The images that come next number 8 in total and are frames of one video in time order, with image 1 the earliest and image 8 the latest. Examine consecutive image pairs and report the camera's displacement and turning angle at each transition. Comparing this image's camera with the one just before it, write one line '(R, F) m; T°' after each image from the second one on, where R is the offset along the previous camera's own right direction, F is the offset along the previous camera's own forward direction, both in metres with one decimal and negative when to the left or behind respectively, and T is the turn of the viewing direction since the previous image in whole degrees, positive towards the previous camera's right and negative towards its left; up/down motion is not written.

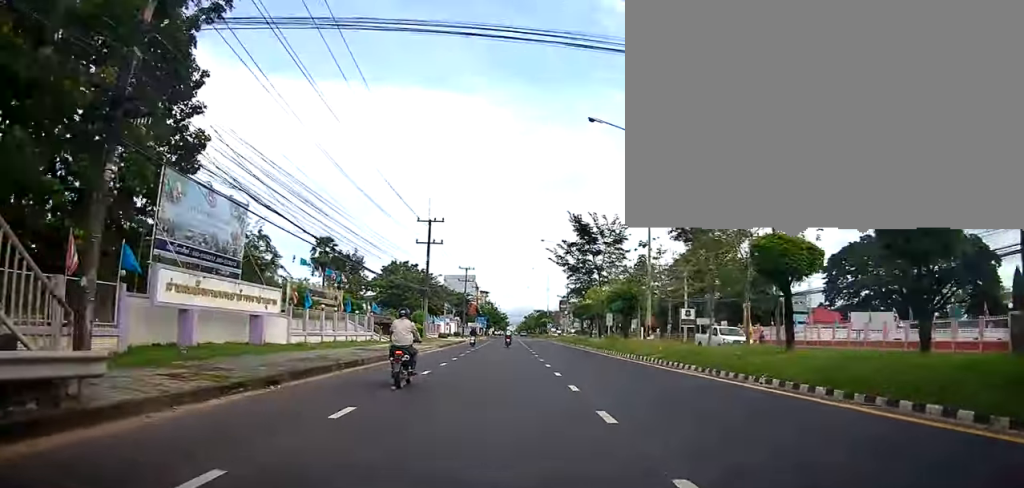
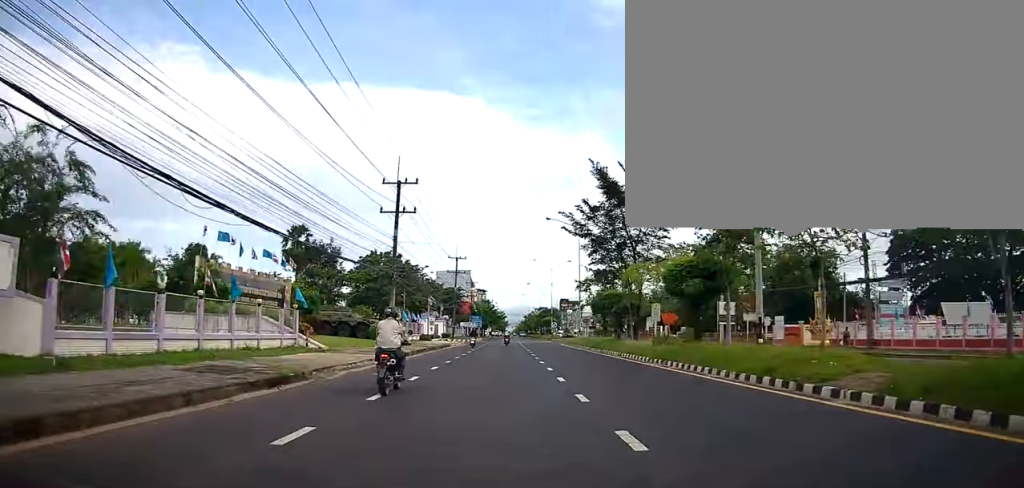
(+0.2, +14.2) m; -1°
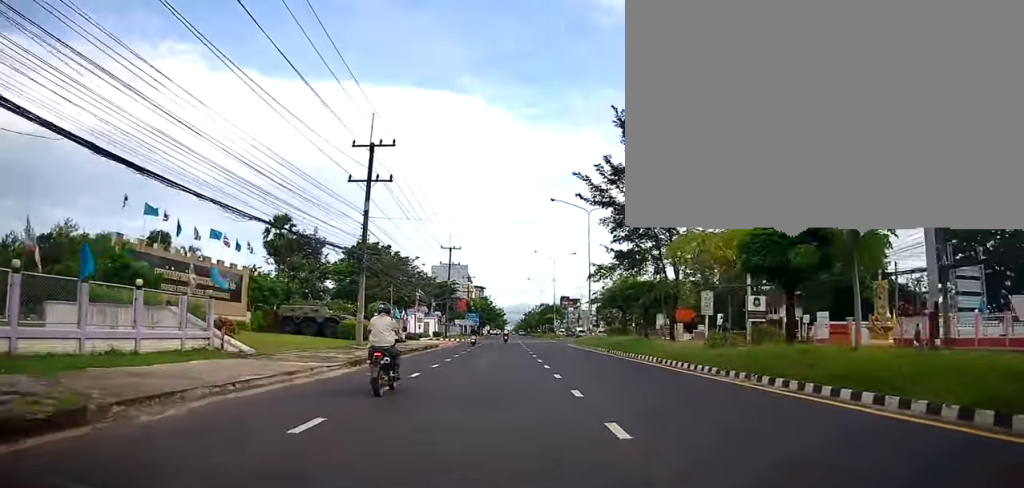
(-0.3, +7.7) m; -2°
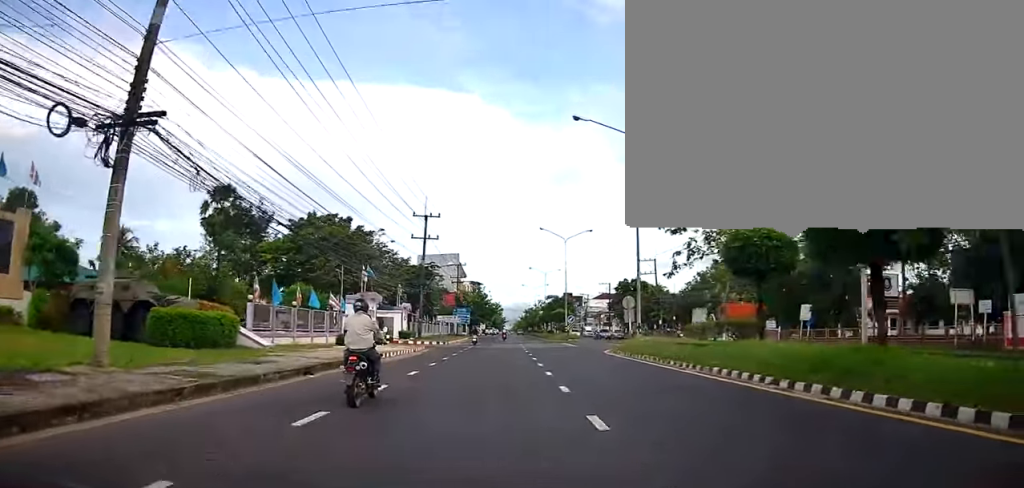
(0.0, +20.0) m; +3°
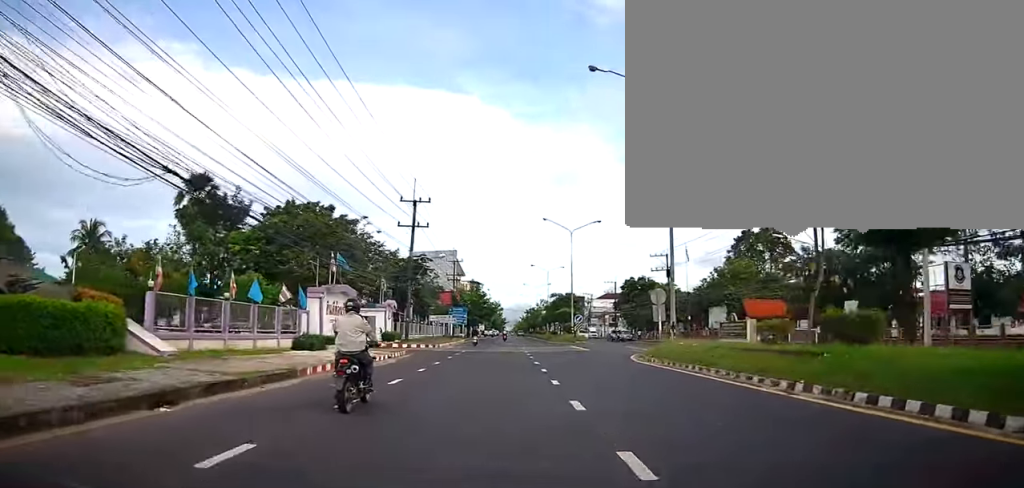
(+0.3, +6.5) m; 0°
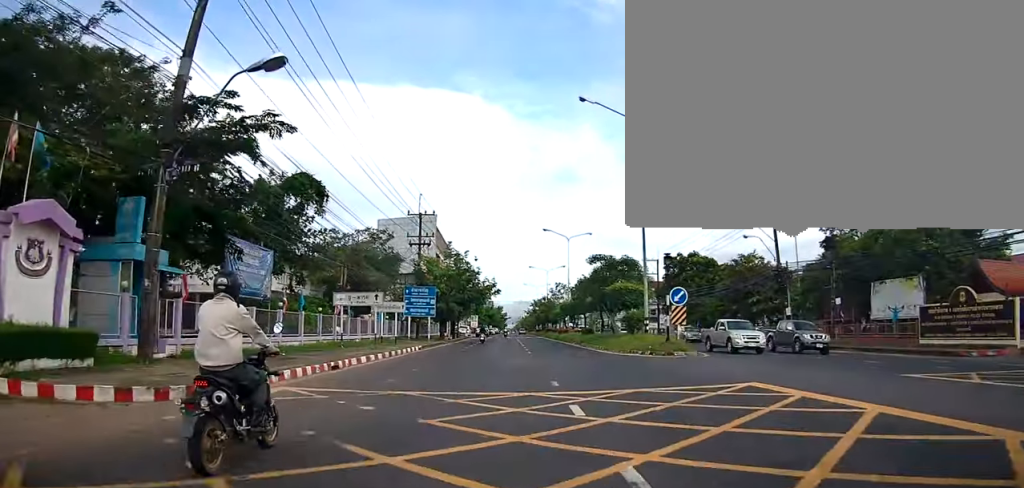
(-0.9, +34.1) m; -3°
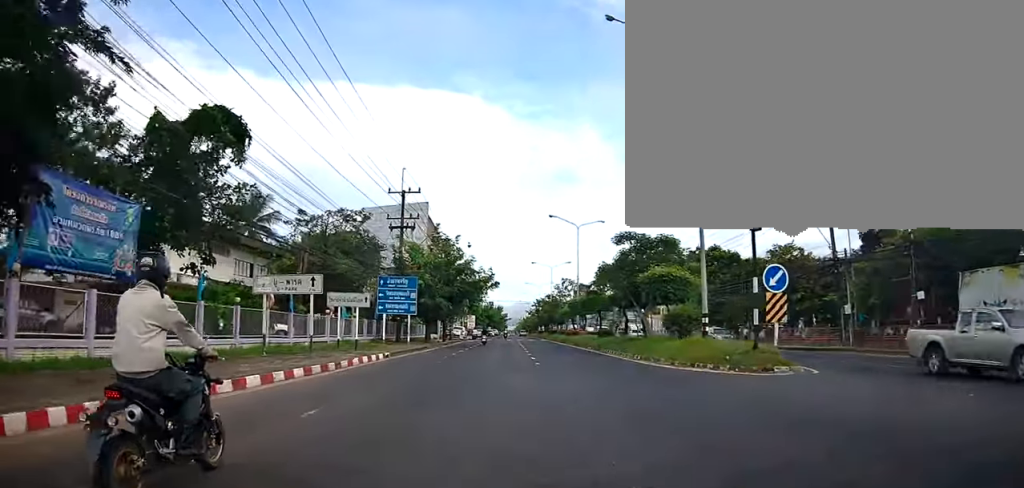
(0.0, +9.0) m; +1°
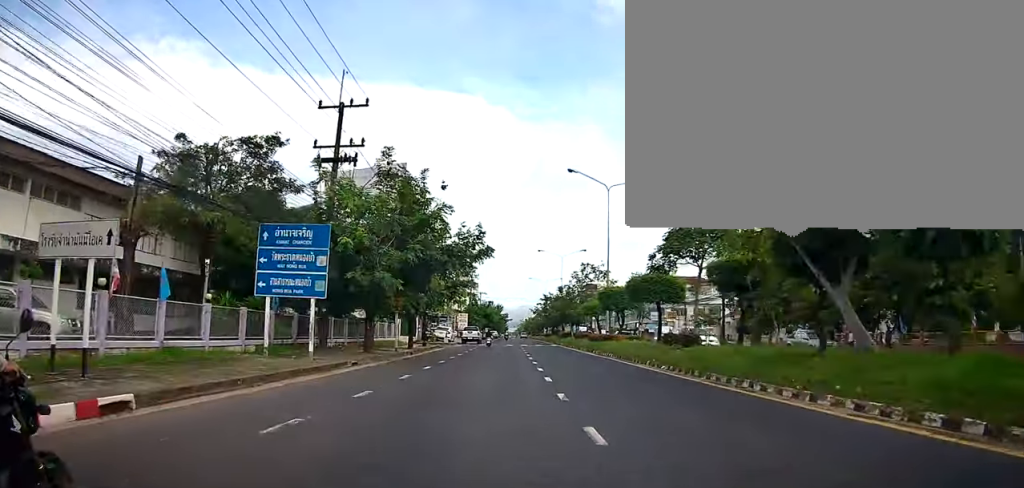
(+0.4, +17.5) m; +2°
